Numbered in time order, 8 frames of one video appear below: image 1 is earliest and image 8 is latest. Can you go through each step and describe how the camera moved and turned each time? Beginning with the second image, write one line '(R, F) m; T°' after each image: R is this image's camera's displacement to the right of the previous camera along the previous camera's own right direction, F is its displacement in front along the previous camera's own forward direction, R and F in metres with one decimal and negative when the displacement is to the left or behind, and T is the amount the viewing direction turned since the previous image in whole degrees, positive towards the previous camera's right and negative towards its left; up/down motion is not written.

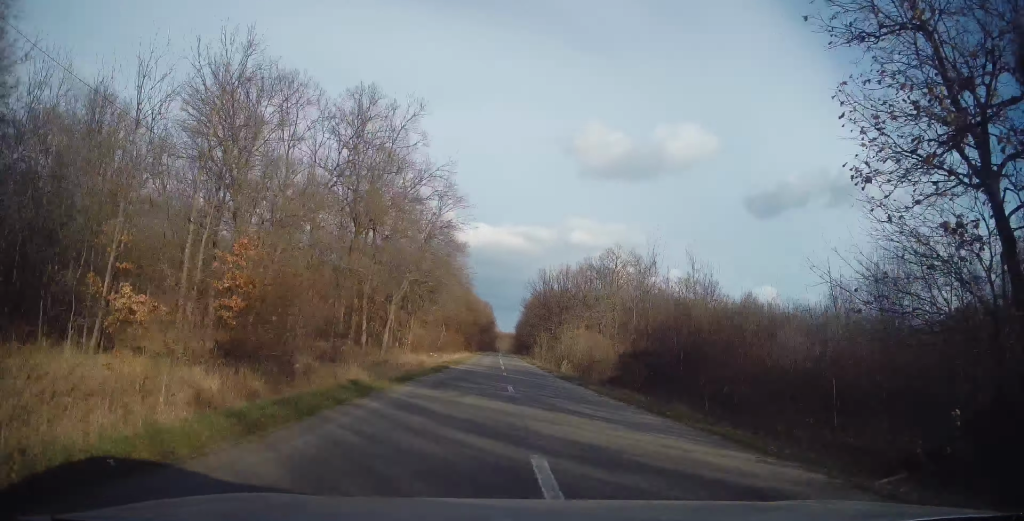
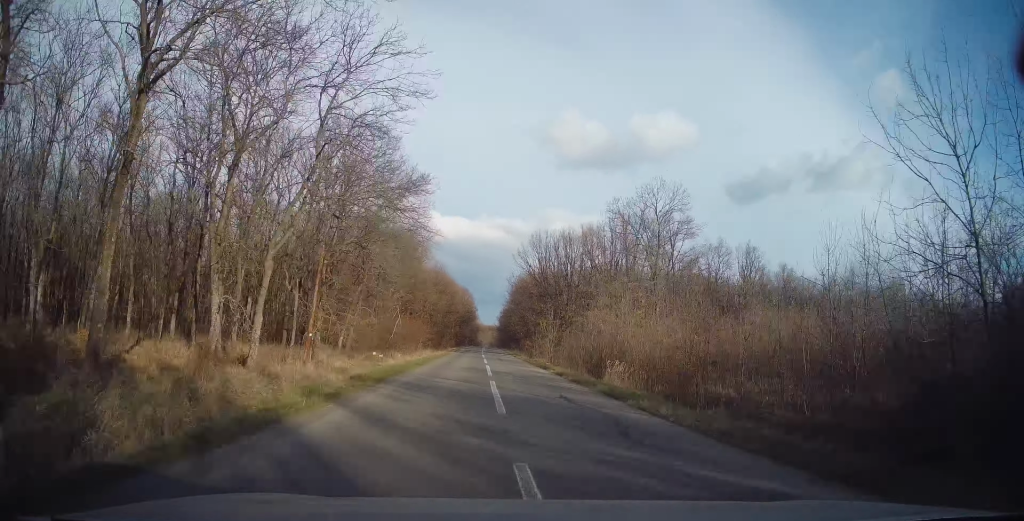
(+0.2, +23.7) m; +1°
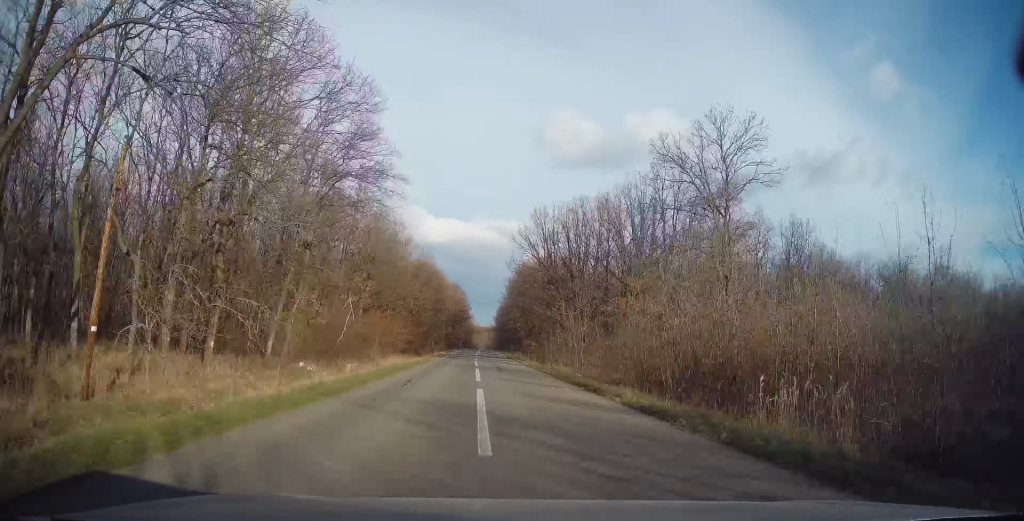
(+0.1, +15.5) m; +1°
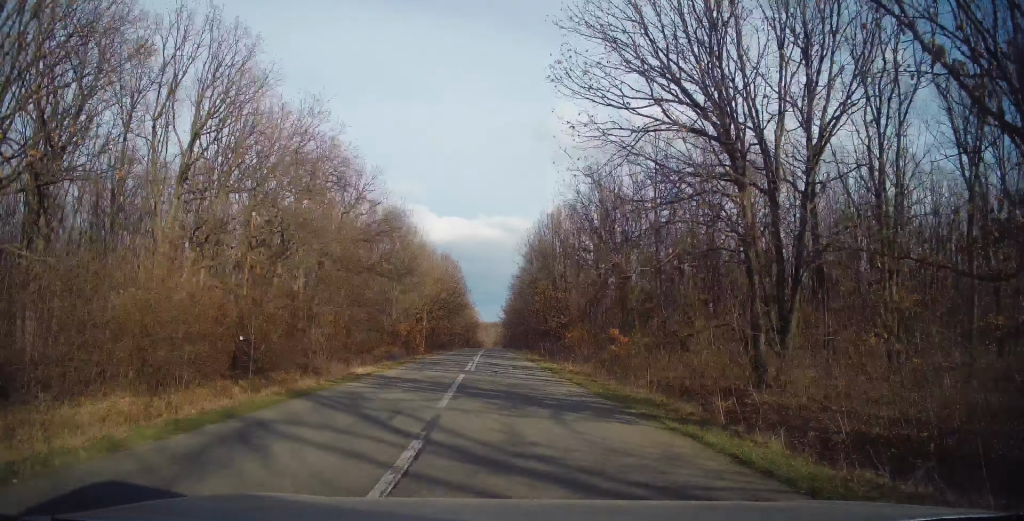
(+0.5, +41.9) m; 0°
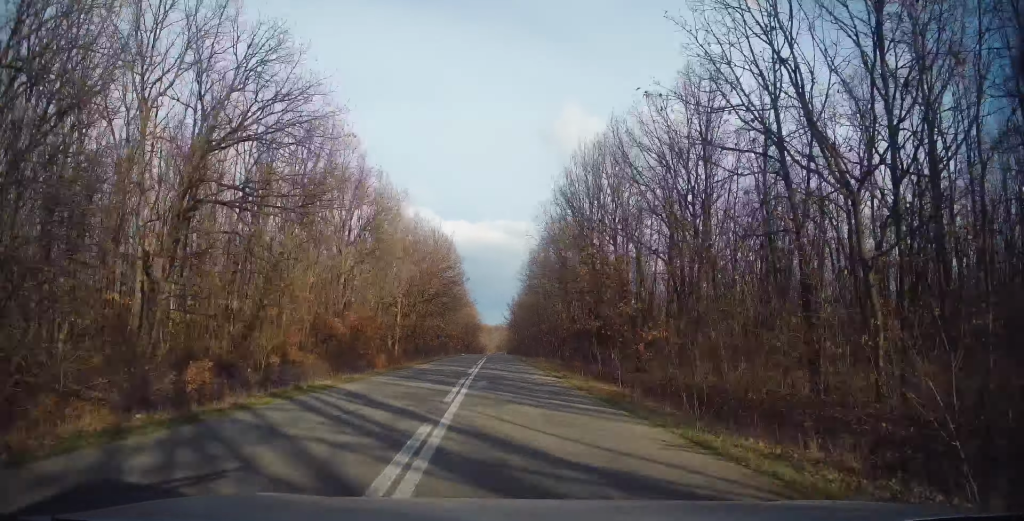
(-0.1, +22.7) m; -1°
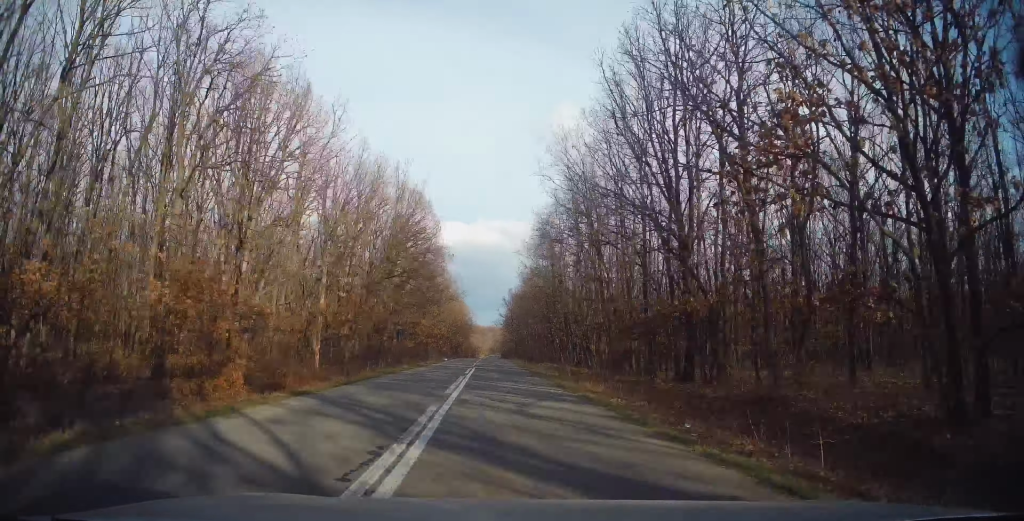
(-0.1, +20.4) m; 0°
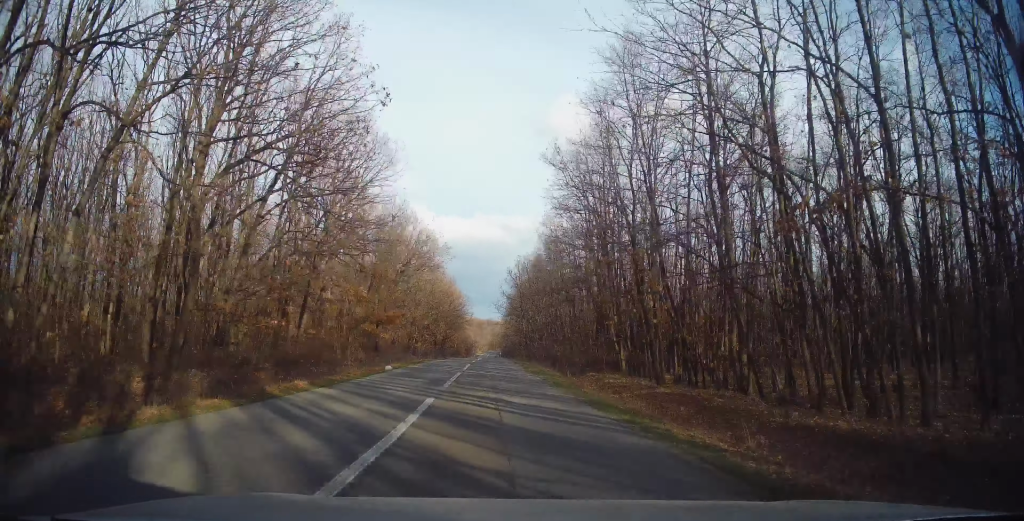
(+0.5, +33.0) m; +1°
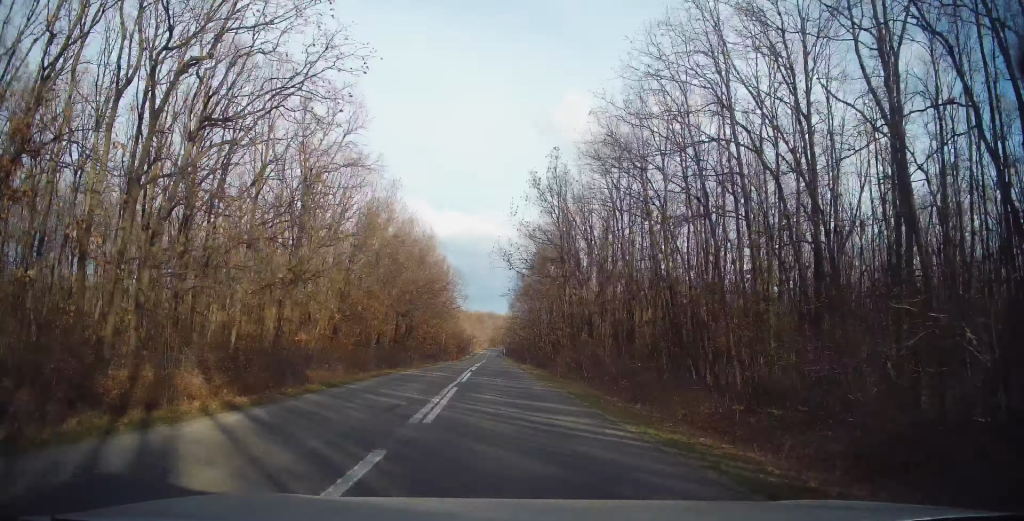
(-0.9, +40.1) m; -1°
